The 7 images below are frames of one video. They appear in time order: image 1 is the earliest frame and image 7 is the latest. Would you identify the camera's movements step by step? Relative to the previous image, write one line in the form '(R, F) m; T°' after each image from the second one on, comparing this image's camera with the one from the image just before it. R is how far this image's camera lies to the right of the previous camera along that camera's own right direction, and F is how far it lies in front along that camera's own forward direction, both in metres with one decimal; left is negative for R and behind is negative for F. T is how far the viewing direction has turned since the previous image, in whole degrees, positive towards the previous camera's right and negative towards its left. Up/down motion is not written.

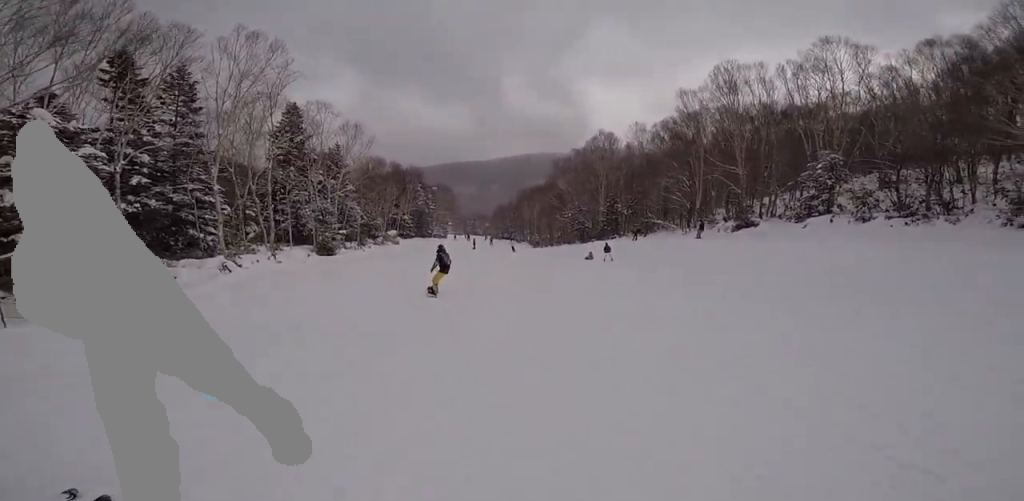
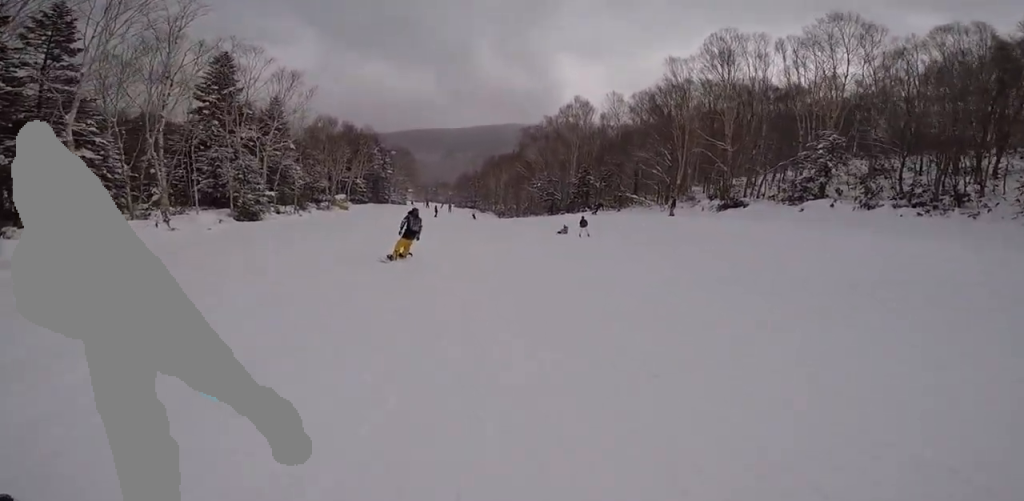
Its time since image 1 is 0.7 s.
(+0.4, +3.3) m; +6°
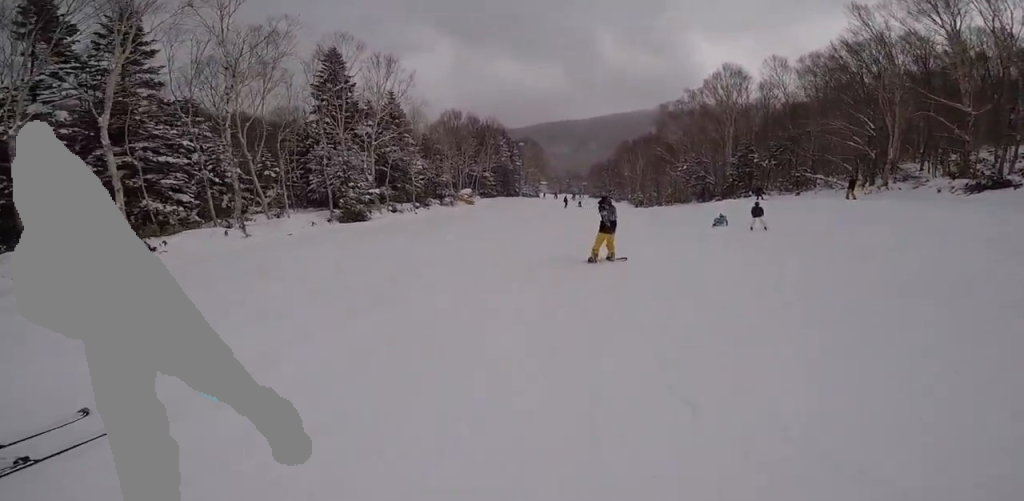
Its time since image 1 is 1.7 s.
(+0.1, +3.7) m; -19°
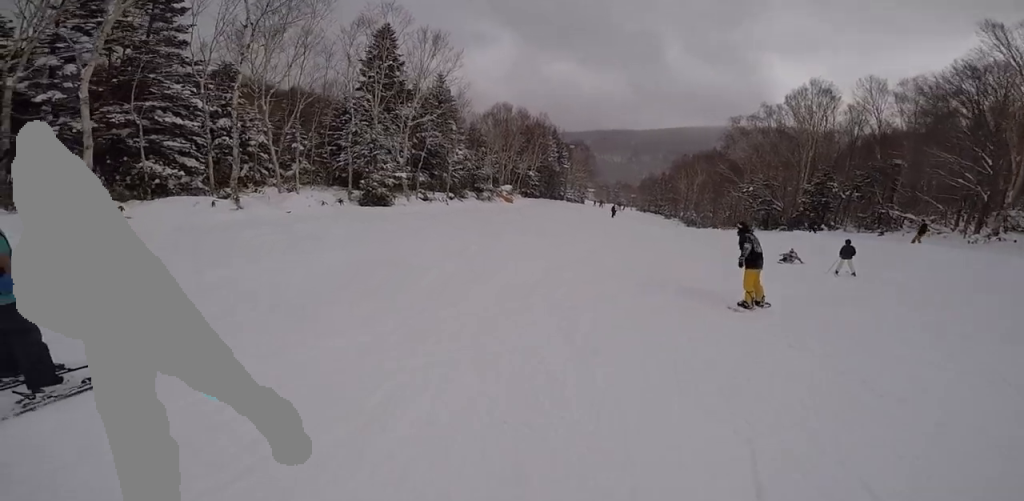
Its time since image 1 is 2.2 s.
(-0.7, +1.7) m; -15°
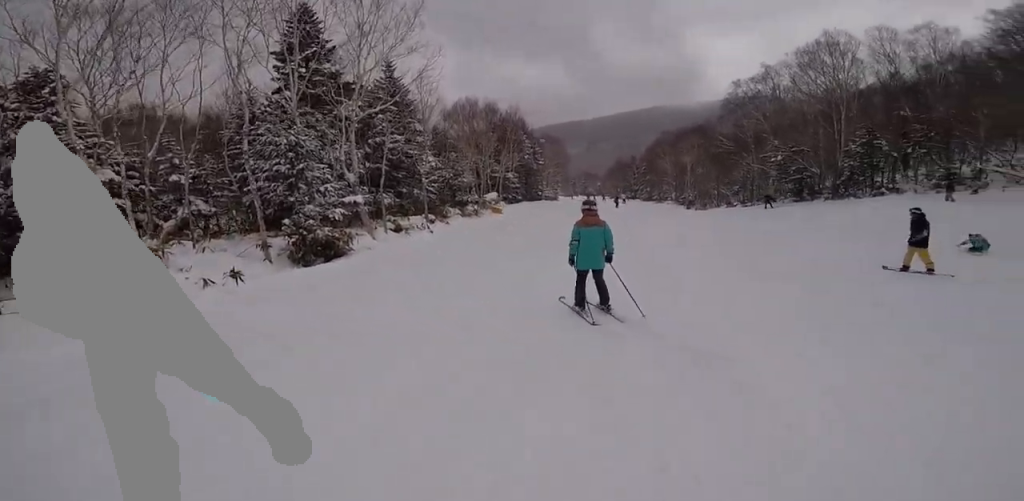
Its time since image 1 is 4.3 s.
(-1.3, +7.2) m; +8°
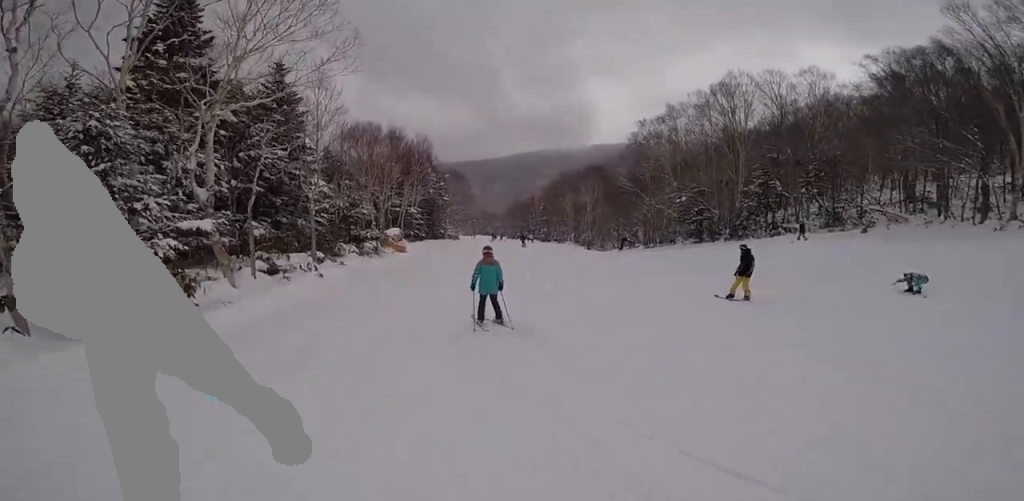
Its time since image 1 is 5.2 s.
(+0.8, +2.8) m; +10°
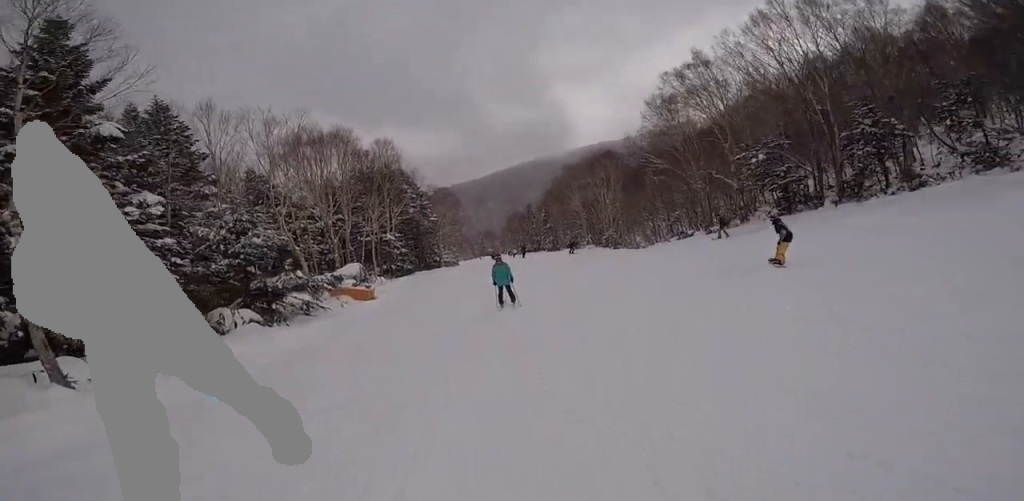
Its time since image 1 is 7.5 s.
(+0.4, +6.6) m; +18°
